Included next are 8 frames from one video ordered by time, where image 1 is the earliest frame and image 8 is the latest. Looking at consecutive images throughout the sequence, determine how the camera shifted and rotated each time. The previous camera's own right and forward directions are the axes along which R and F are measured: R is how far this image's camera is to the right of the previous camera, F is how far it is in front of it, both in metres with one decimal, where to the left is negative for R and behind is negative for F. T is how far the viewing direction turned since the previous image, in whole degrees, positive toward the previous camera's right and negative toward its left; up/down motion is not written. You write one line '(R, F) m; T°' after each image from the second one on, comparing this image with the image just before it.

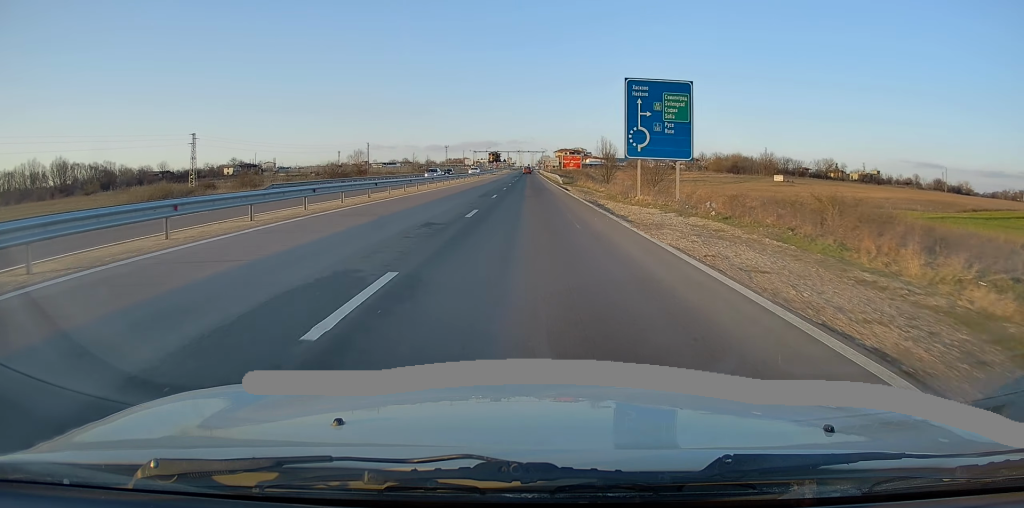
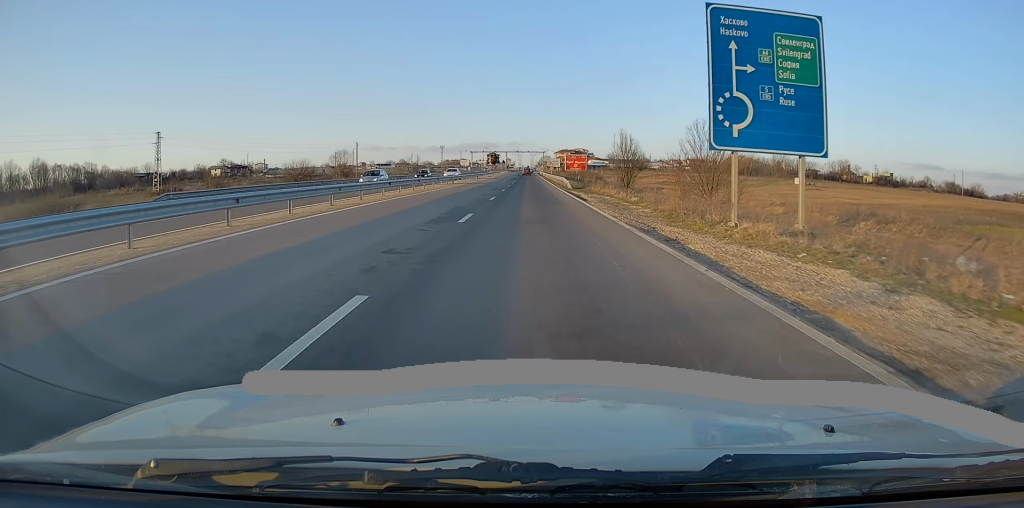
(0.0, +13.2) m; 0°
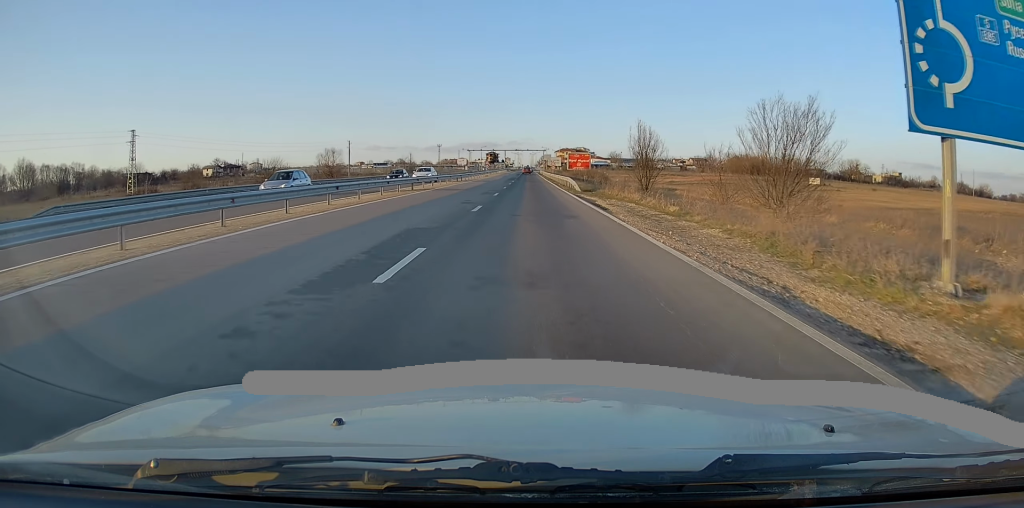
(0.0, +8.2) m; 0°
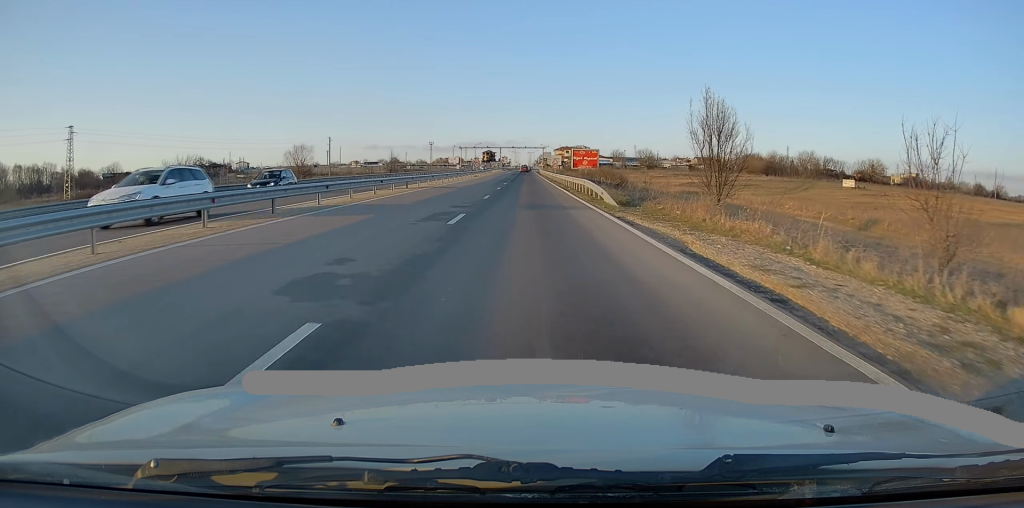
(+0.1, +16.6) m; 0°
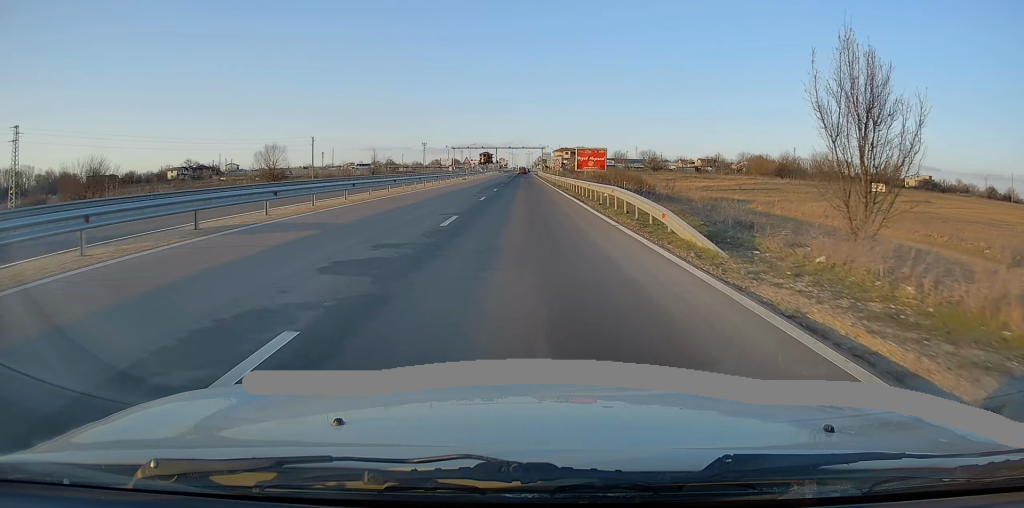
(0.0, +12.1) m; 0°
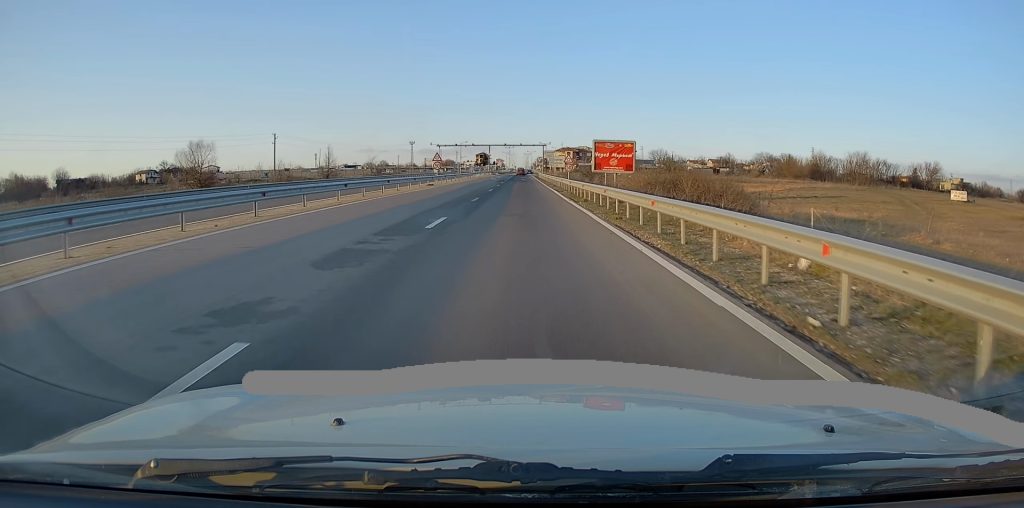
(0.0, +24.1) m; 0°
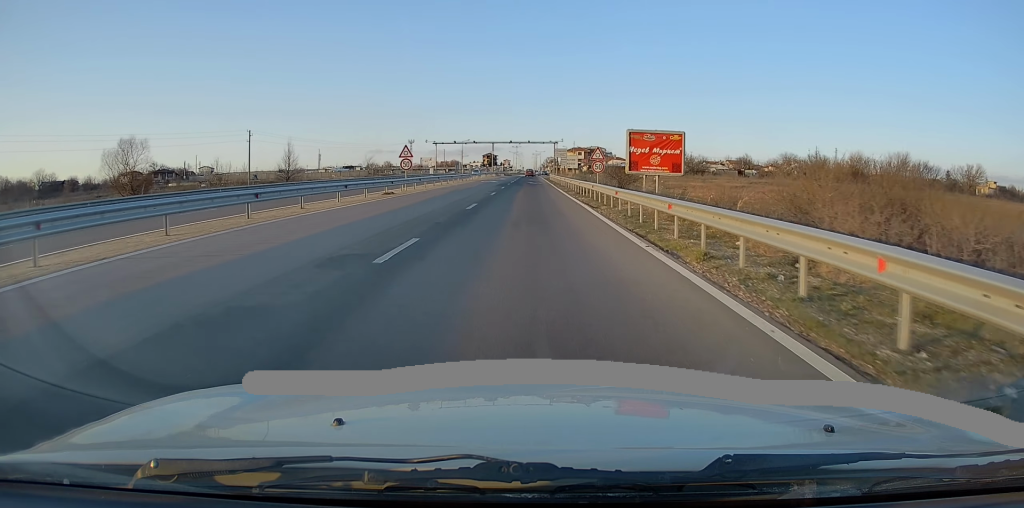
(-0.1, +16.9) m; 0°
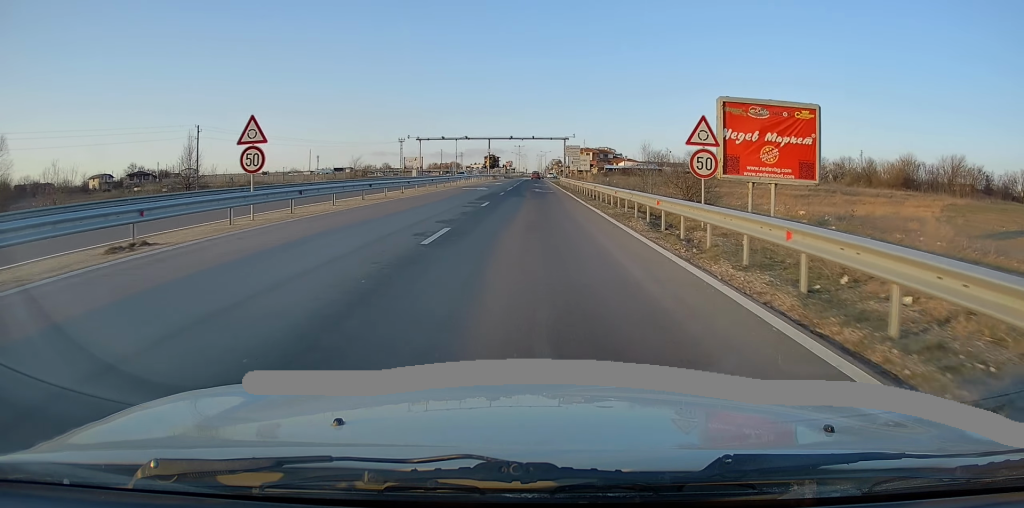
(0.0, +21.6) m; 0°
